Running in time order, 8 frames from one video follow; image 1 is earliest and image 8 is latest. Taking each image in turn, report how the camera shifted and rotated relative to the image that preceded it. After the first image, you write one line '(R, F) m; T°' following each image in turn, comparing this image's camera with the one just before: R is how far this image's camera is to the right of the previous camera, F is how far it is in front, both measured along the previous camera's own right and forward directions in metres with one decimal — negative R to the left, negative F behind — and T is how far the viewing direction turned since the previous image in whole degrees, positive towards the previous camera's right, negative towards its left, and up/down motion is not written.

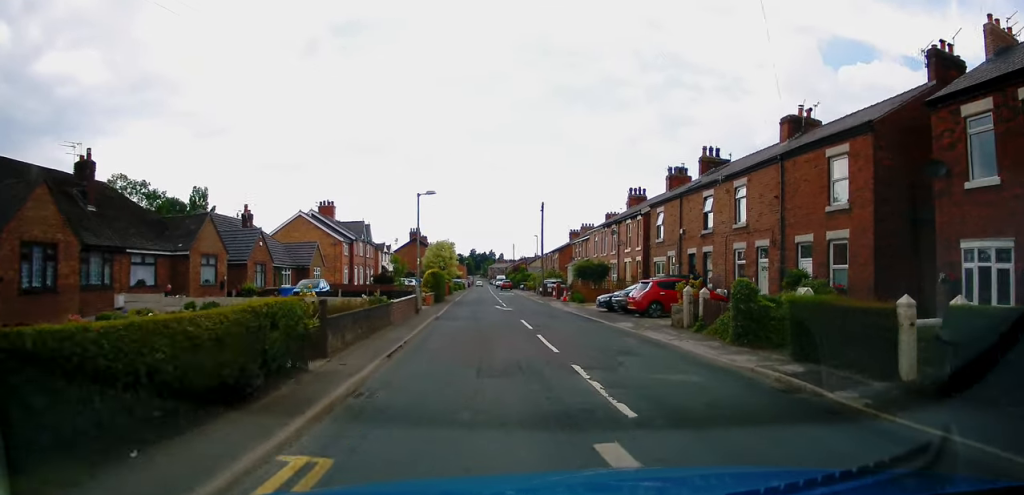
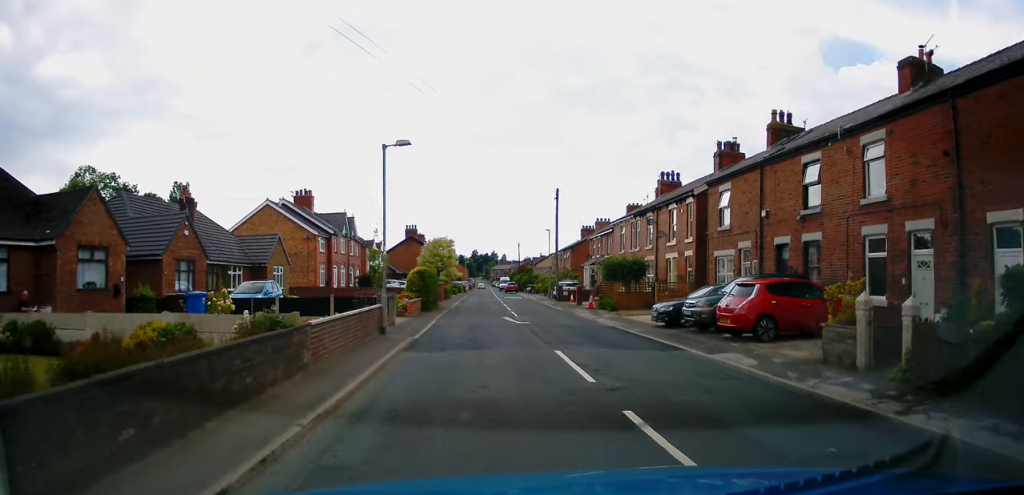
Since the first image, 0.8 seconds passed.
(+0.3, +9.0) m; 0°
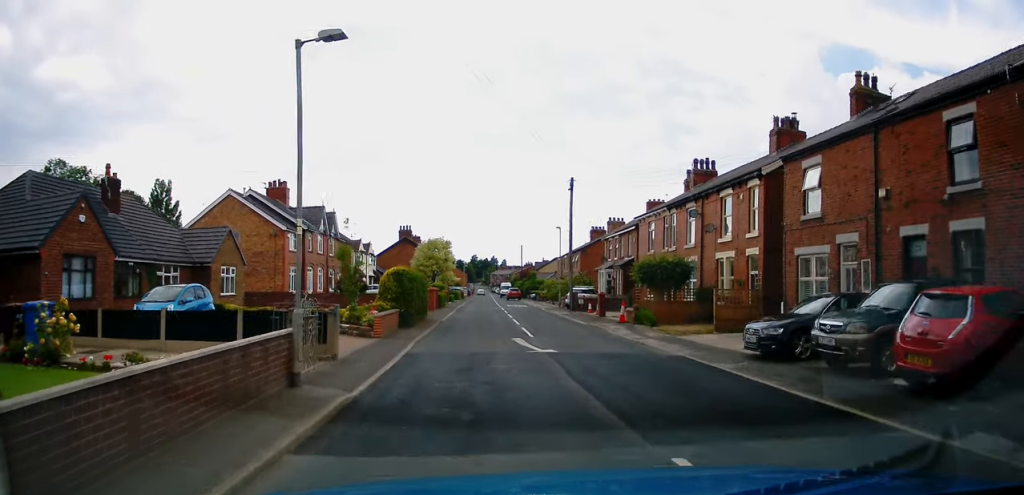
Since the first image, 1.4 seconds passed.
(-0.3, +7.7) m; 0°
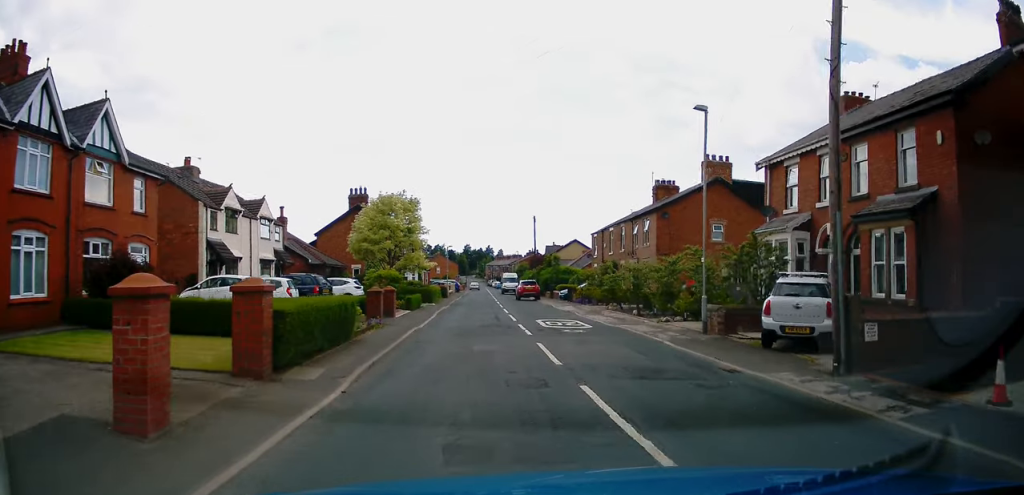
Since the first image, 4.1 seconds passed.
(+0.8, +31.4) m; 0°
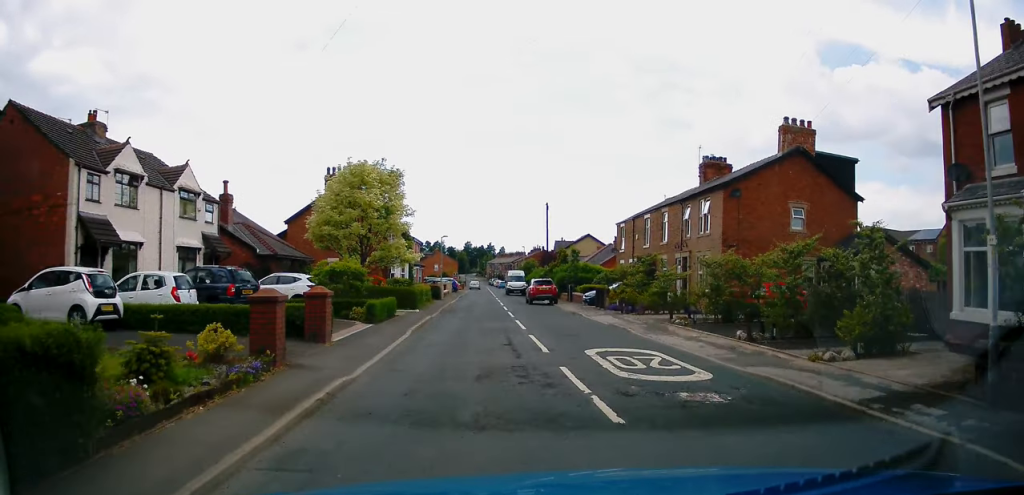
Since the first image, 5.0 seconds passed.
(-0.1, +10.3) m; +1°
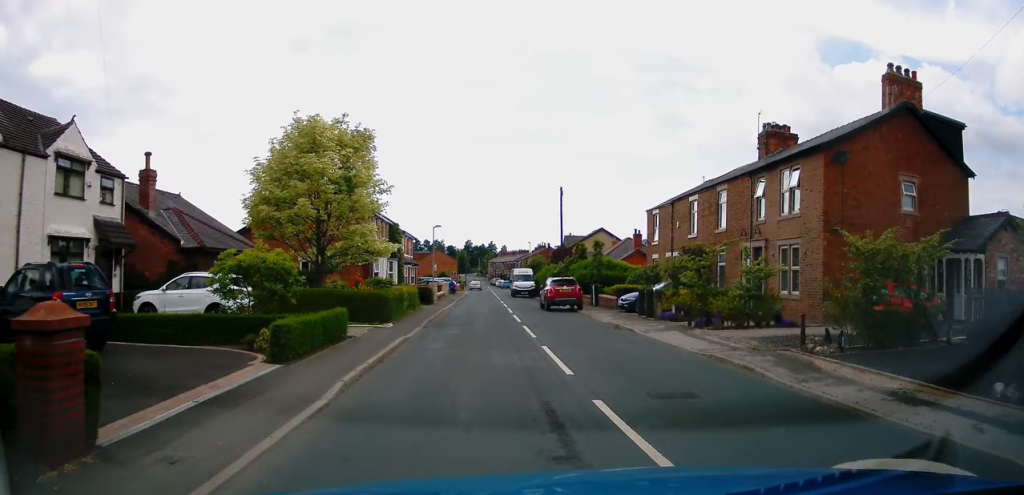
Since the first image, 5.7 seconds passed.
(+0.3, +8.9) m; +2°
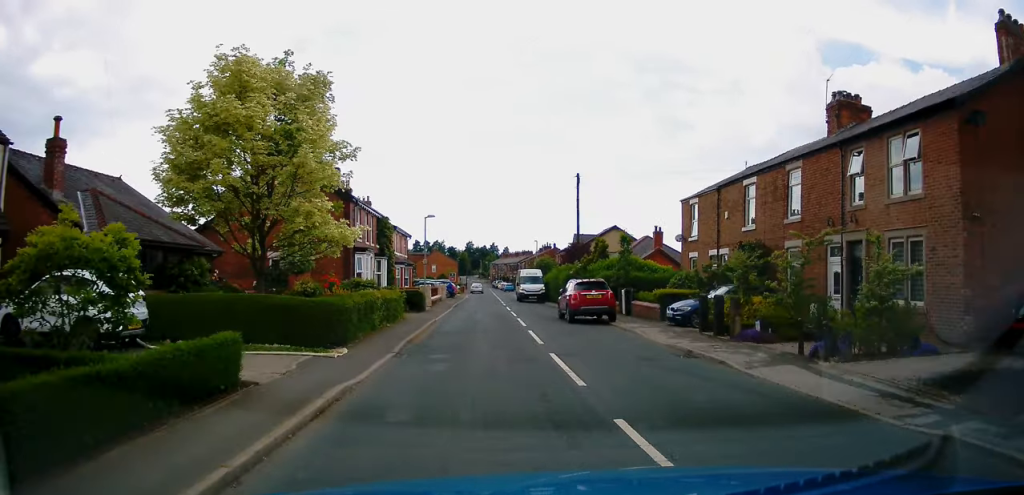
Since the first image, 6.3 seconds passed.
(0.0, +6.5) m; -1°
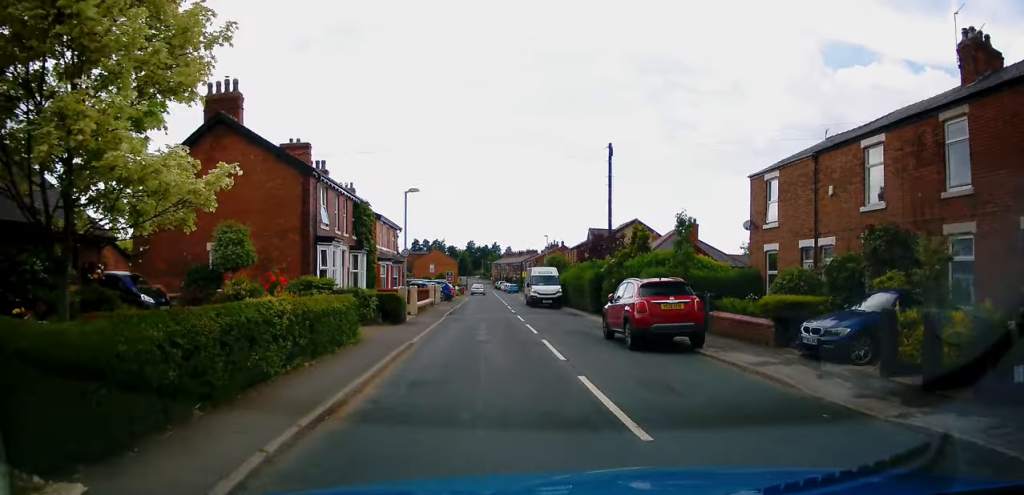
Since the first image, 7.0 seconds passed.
(-0.2, +8.7) m; -1°
